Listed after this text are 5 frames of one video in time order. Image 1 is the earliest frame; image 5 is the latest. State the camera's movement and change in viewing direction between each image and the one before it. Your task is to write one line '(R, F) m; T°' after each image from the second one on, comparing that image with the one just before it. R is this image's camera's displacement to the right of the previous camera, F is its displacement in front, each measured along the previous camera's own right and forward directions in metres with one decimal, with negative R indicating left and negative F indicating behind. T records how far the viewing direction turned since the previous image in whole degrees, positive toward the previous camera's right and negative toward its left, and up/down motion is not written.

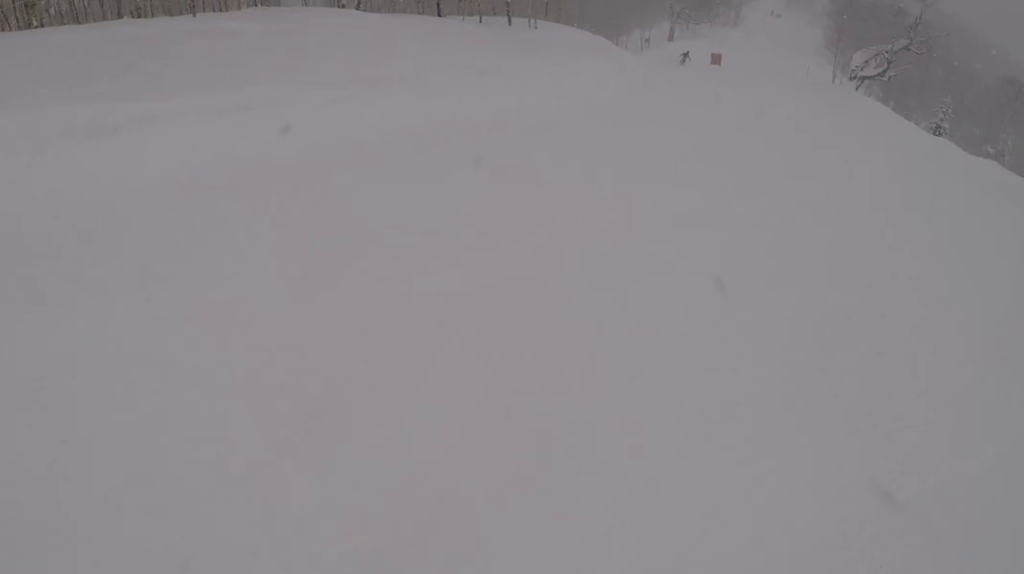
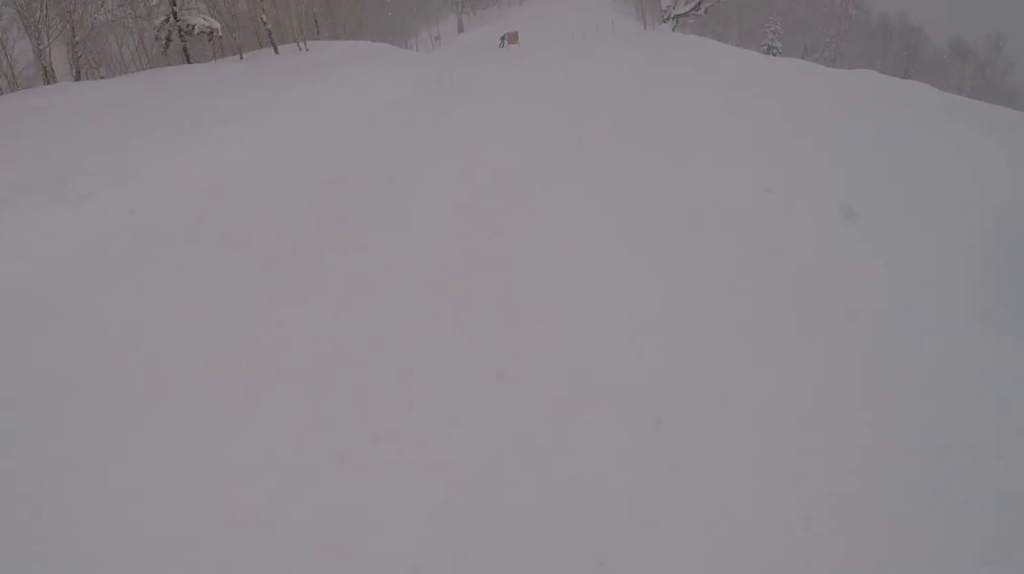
(0.0, +5.5) m; 0°
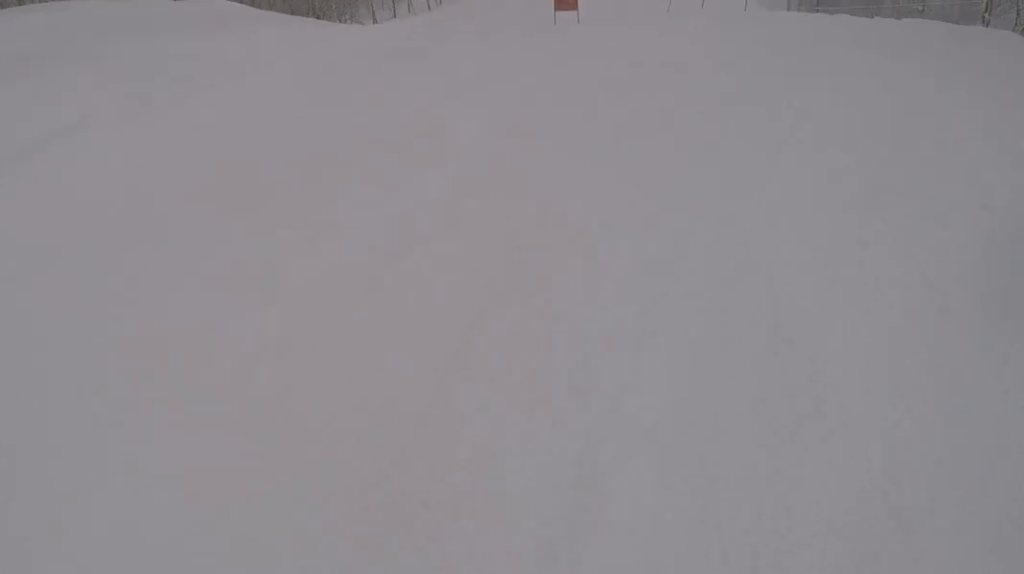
(0.0, +28.5) m; 0°
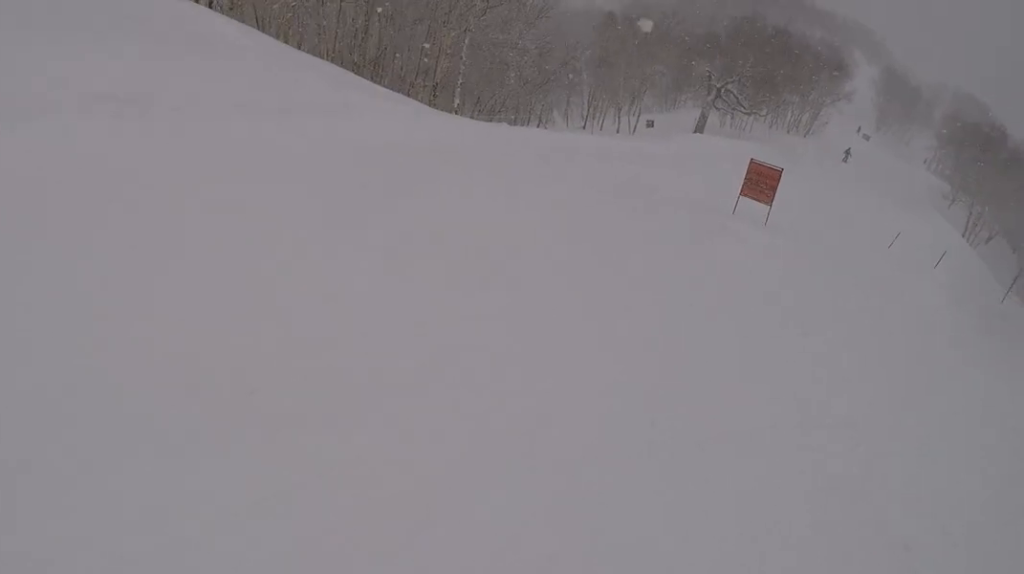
(0.0, +9.5) m; +1°
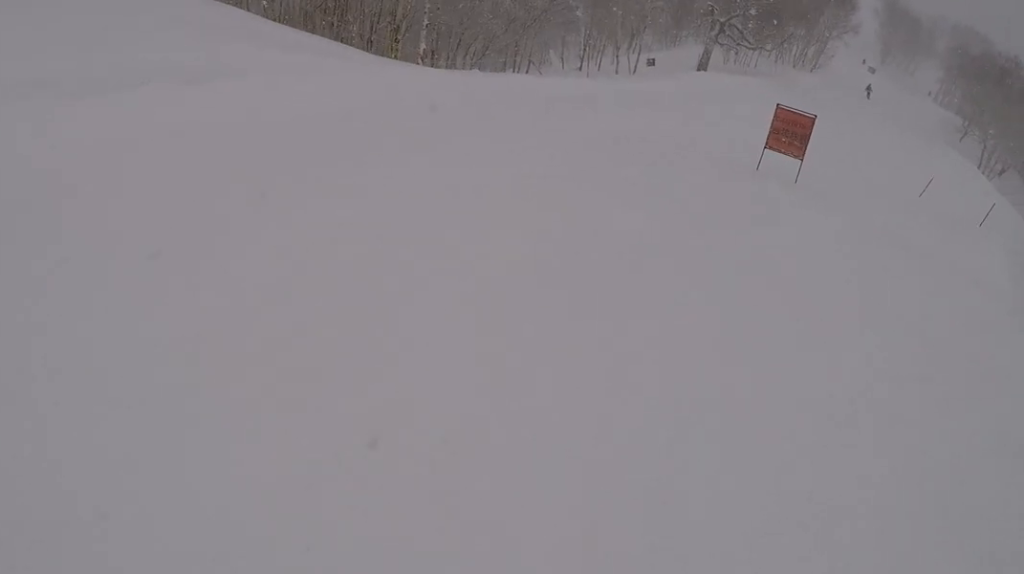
(0.0, +3.9) m; +1°
